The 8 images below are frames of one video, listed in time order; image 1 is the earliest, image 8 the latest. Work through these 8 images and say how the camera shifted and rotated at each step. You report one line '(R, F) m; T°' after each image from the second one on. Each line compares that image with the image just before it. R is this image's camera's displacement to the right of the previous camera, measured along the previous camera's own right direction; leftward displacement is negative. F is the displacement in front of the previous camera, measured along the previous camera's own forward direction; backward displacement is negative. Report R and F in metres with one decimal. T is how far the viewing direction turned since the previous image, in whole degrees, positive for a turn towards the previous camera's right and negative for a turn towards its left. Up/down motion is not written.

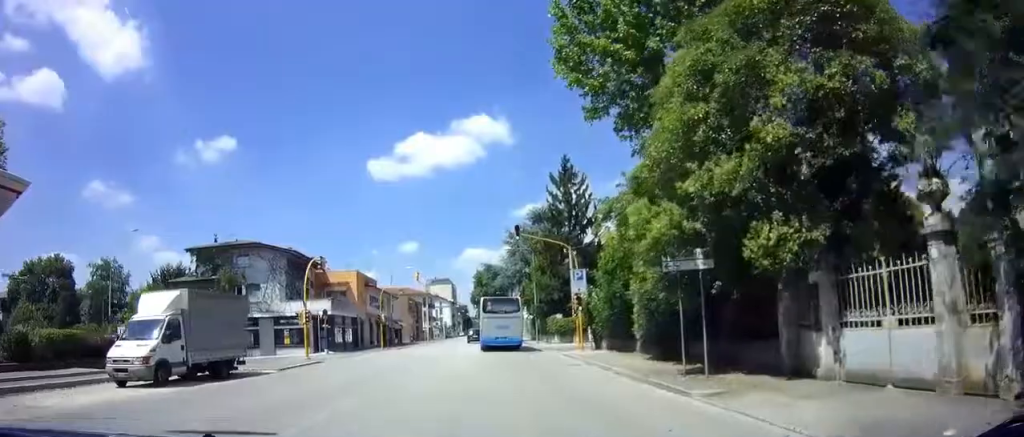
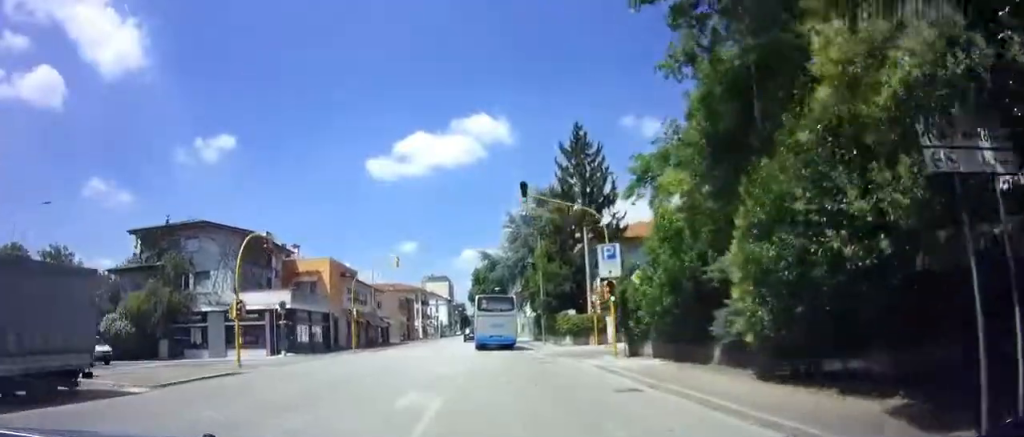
(+0.1, +8.5) m; 0°
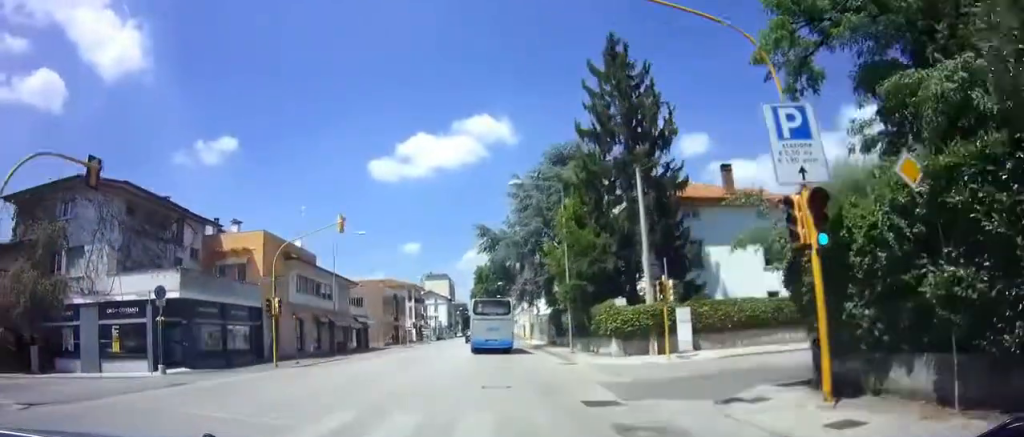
(-0.2, +13.7) m; -1°
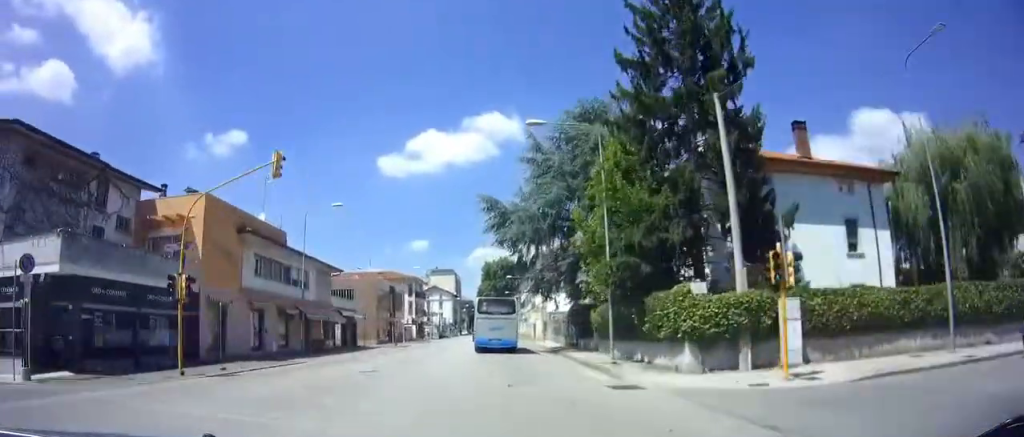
(-0.1, +8.1) m; 0°
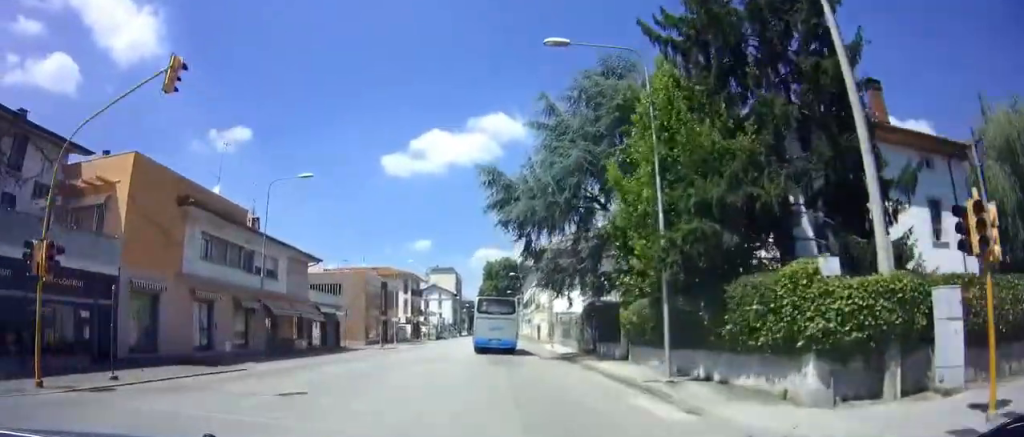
(0.0, +6.6) m; 0°
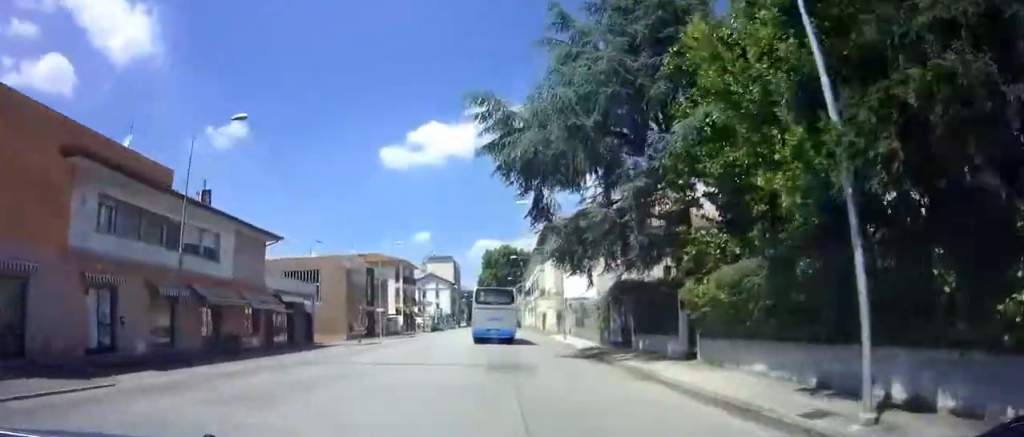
(0.0, +7.6) m; 0°
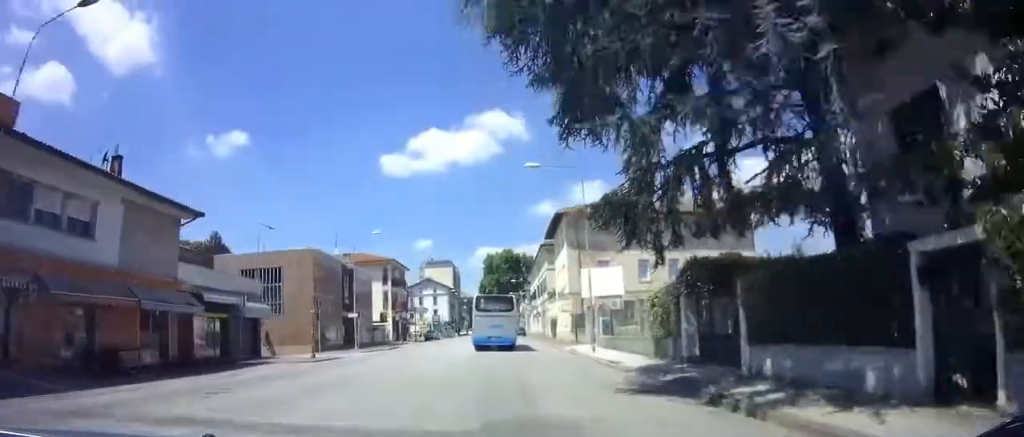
(0.0, +9.7) m; 0°
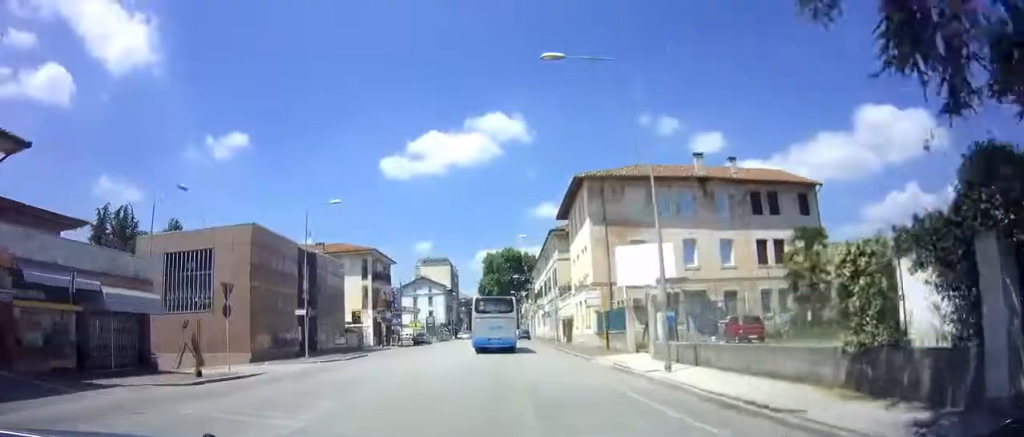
(-0.1, +11.0) m; 0°
